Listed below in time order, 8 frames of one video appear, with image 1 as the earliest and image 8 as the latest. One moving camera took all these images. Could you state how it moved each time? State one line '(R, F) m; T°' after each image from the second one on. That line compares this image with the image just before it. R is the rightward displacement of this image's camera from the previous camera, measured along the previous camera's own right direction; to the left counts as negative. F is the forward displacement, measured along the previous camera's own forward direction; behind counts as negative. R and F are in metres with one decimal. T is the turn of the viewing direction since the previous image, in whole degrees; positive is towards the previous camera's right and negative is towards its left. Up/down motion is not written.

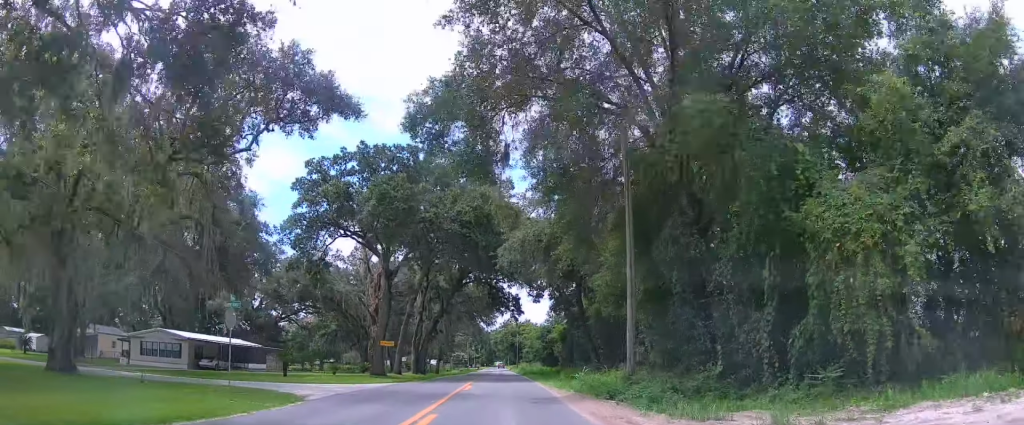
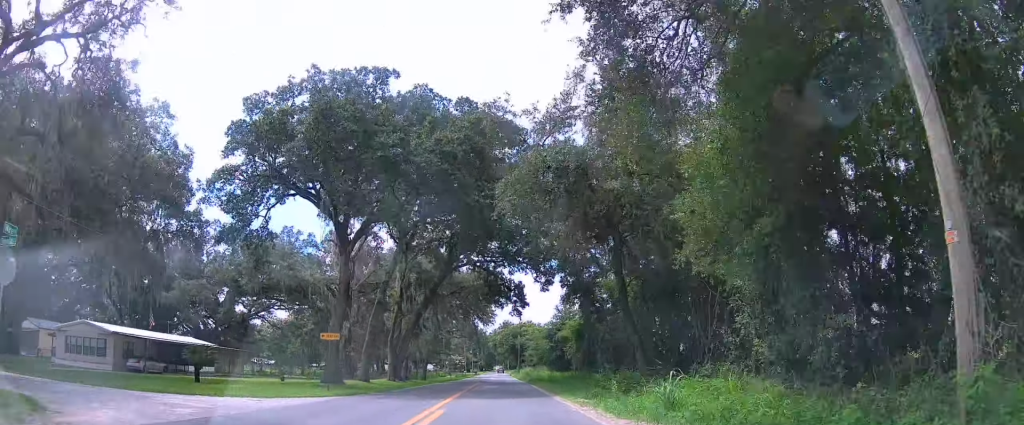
(-0.2, +11.5) m; +1°
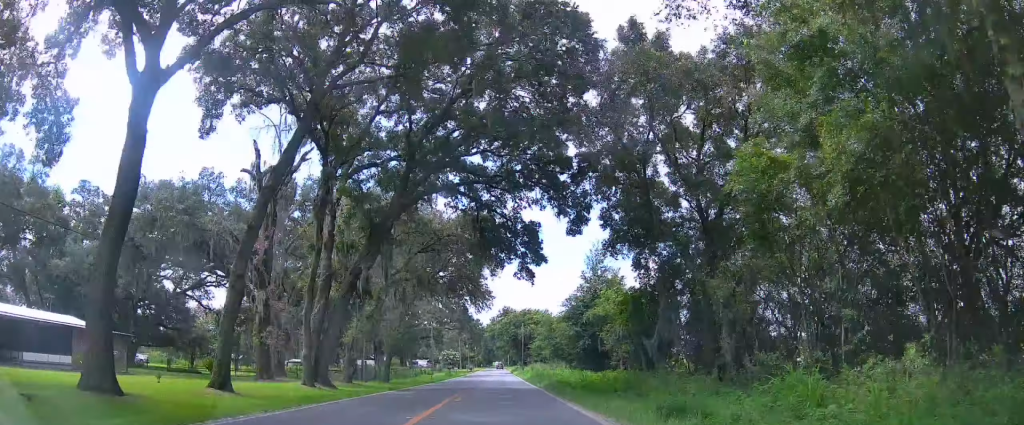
(+0.8, +19.2) m; 0°
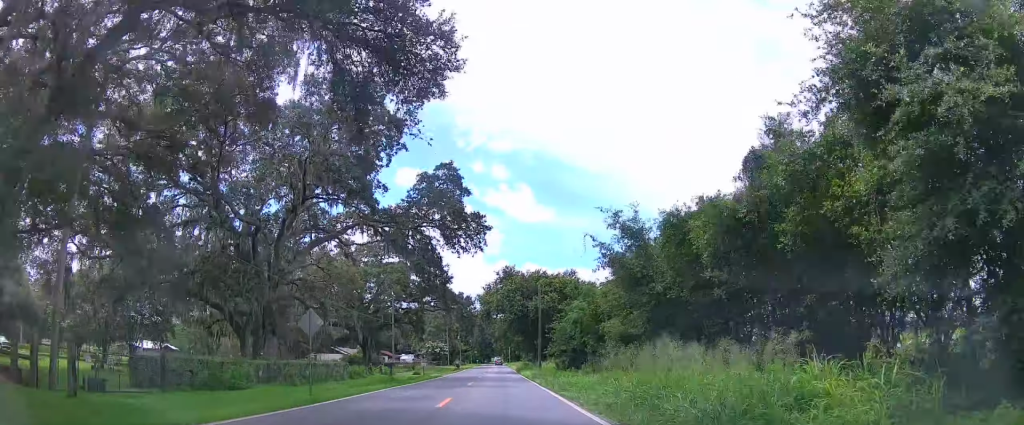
(-1.3, +34.2) m; -2°
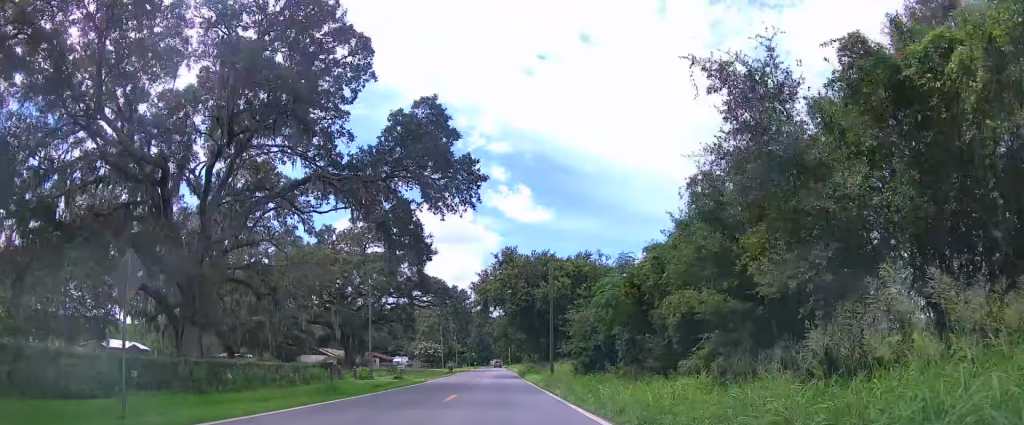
(0.0, +10.4) m; 0°
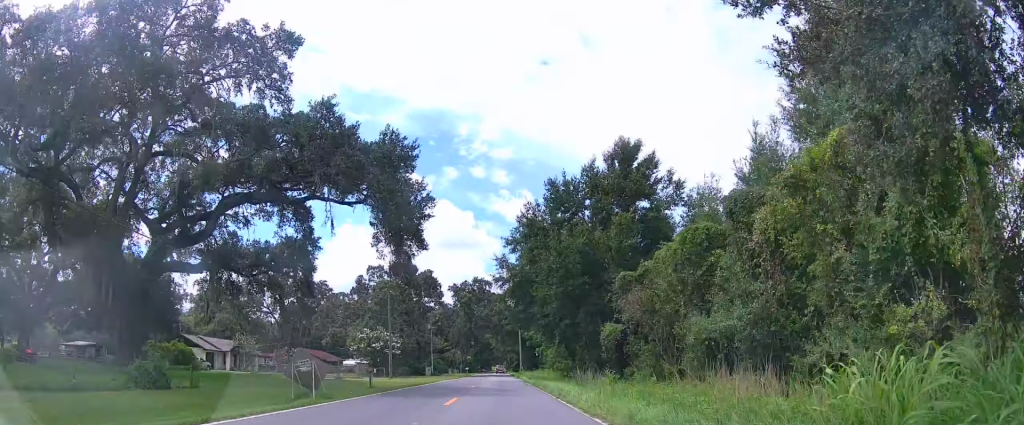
(0.0, +53.5) m; 0°
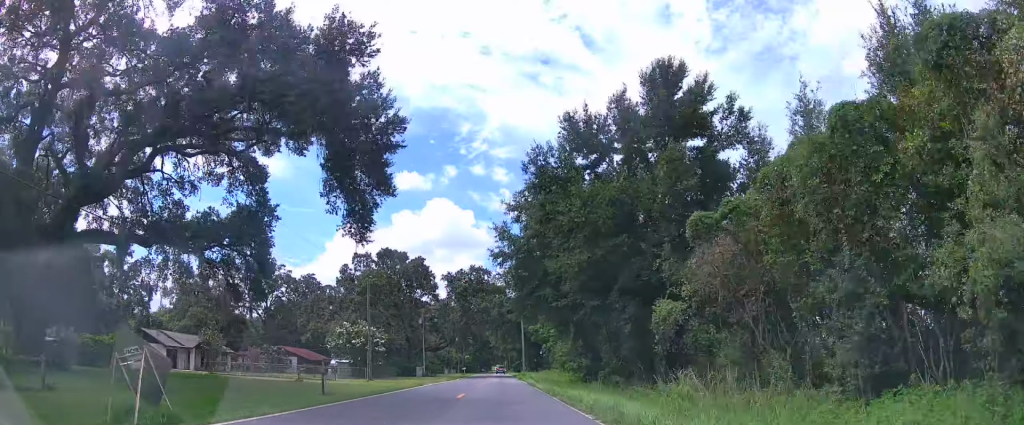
(0.0, +9.0) m; 0°
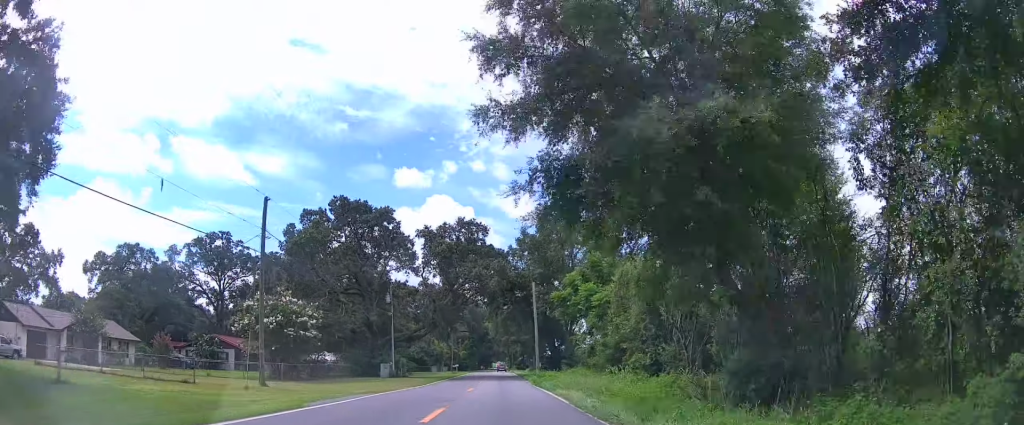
(+0.2, +21.9) m; +2°
